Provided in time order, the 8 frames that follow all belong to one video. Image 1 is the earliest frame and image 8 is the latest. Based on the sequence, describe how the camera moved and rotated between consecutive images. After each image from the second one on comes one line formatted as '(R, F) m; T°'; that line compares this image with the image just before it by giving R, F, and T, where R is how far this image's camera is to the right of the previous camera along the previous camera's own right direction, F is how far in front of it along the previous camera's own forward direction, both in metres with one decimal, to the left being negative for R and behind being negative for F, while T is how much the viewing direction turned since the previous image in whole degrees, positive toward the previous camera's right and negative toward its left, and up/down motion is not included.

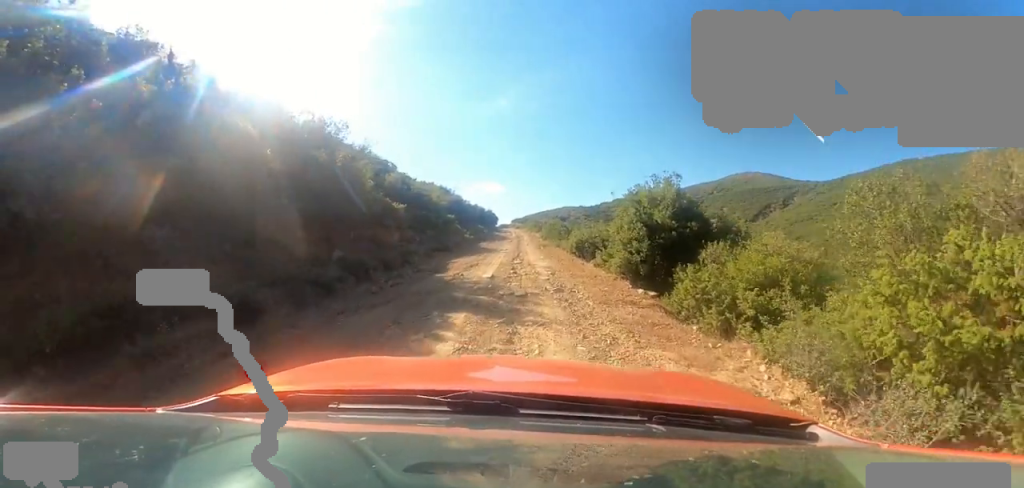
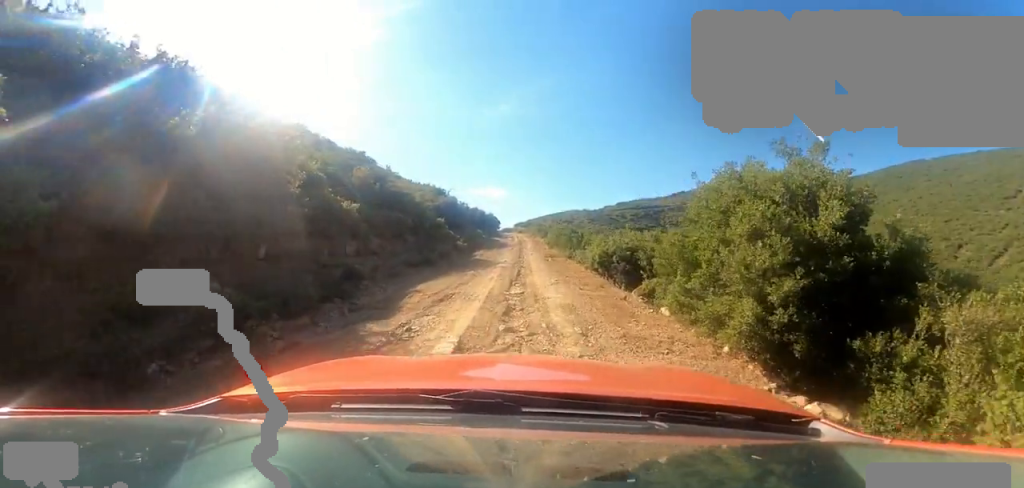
(0.0, +5.0) m; 0°
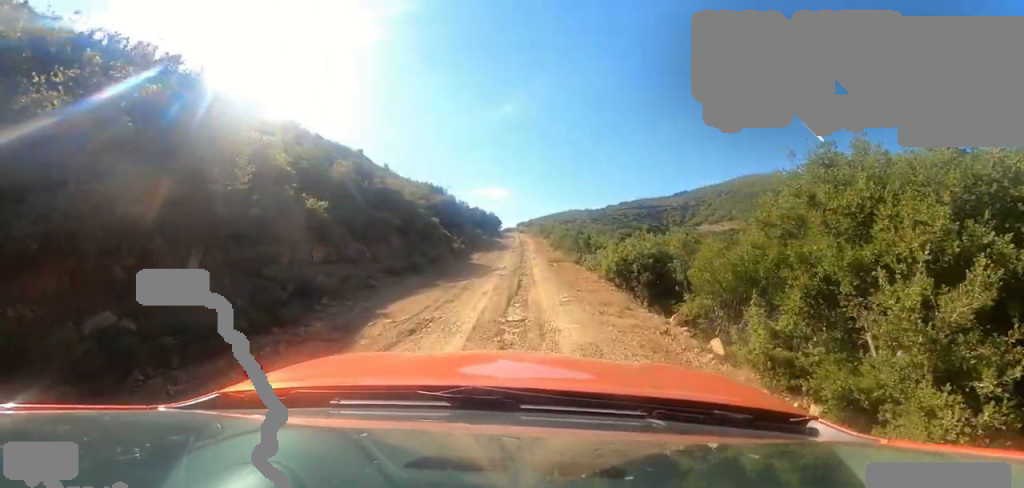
(0.0, +2.2) m; +1°
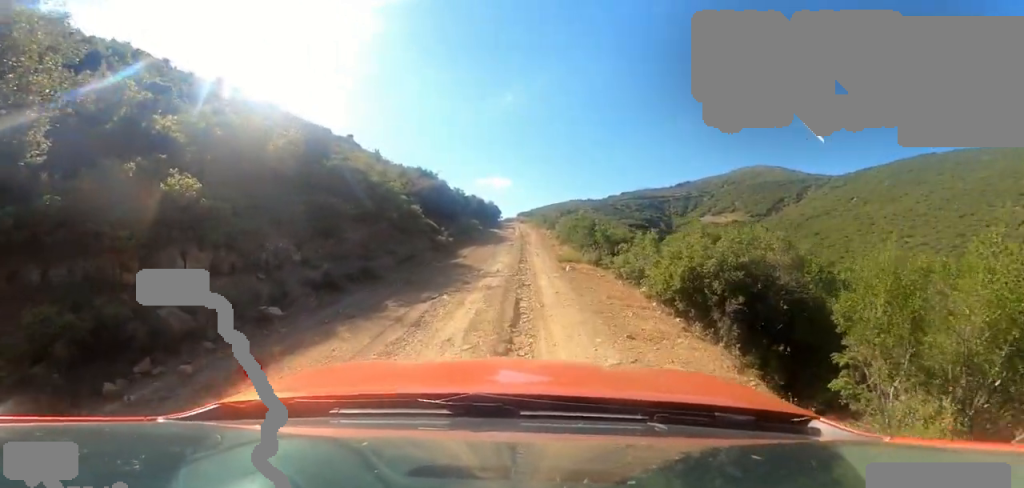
(+0.1, +4.4) m; +5°
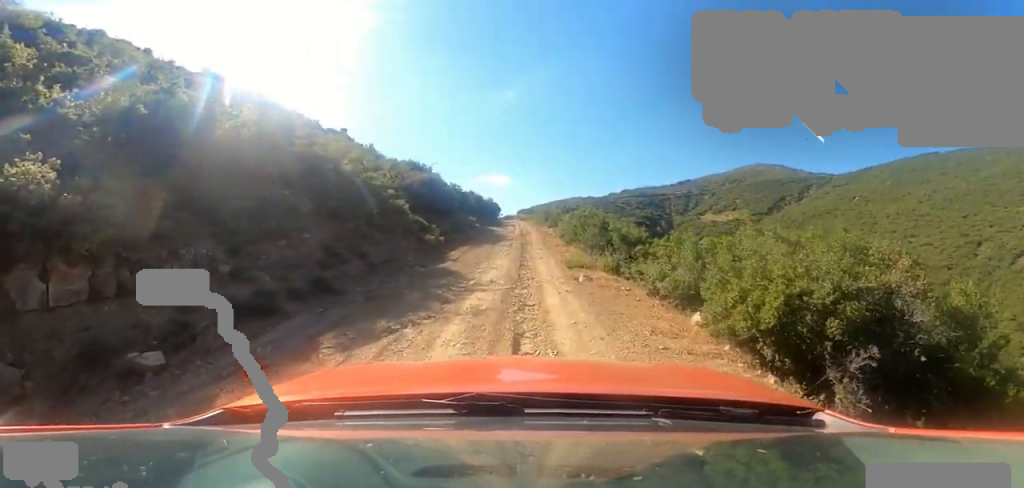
(-0.1, +2.4) m; +5°
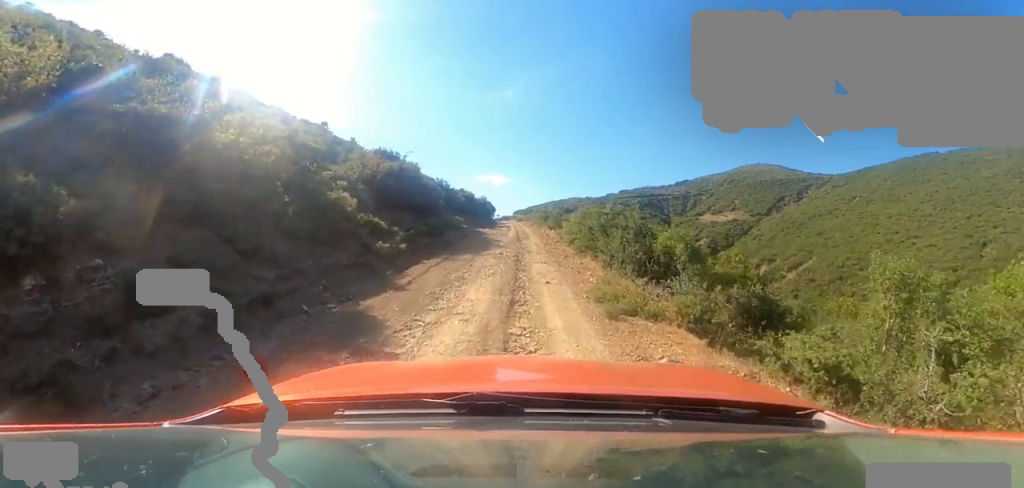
(+0.4, +5.2) m; -1°
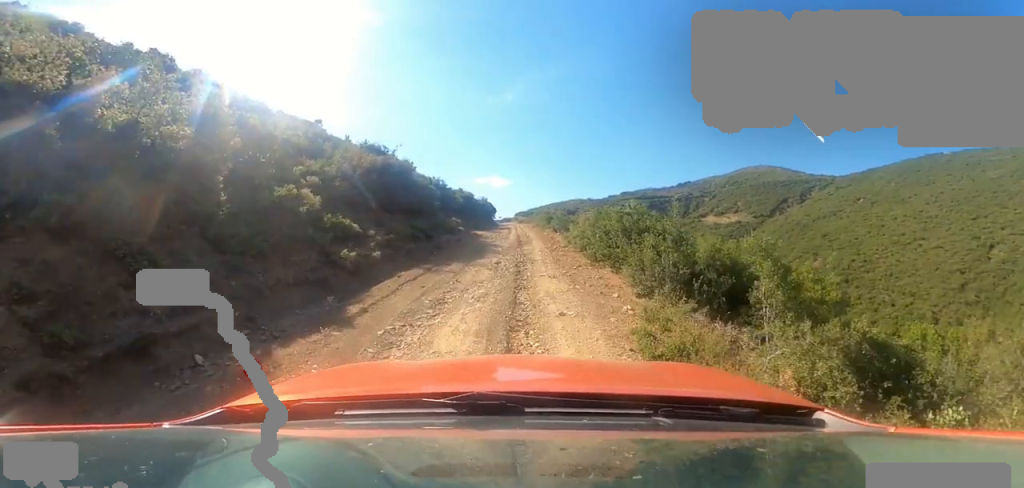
(-0.2, +2.2) m; -4°
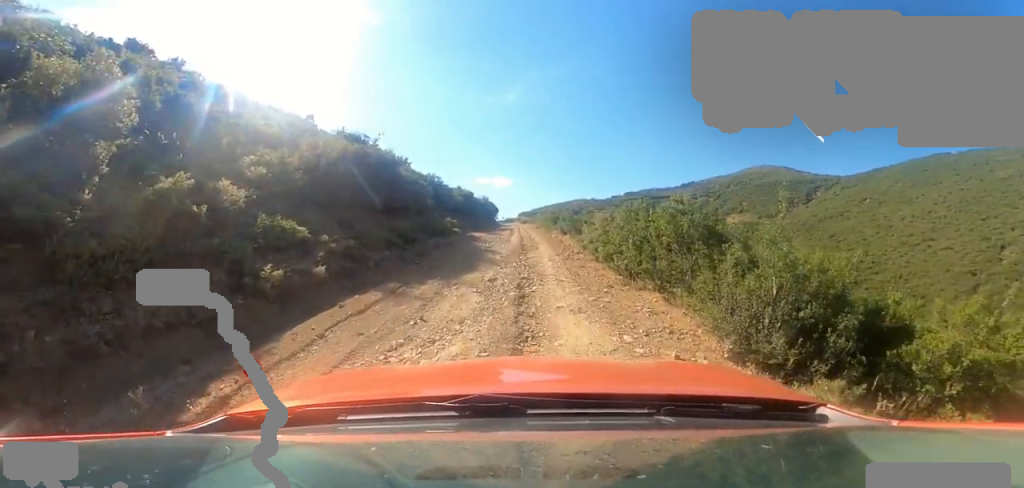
(-0.1, +2.7) m; -4°
